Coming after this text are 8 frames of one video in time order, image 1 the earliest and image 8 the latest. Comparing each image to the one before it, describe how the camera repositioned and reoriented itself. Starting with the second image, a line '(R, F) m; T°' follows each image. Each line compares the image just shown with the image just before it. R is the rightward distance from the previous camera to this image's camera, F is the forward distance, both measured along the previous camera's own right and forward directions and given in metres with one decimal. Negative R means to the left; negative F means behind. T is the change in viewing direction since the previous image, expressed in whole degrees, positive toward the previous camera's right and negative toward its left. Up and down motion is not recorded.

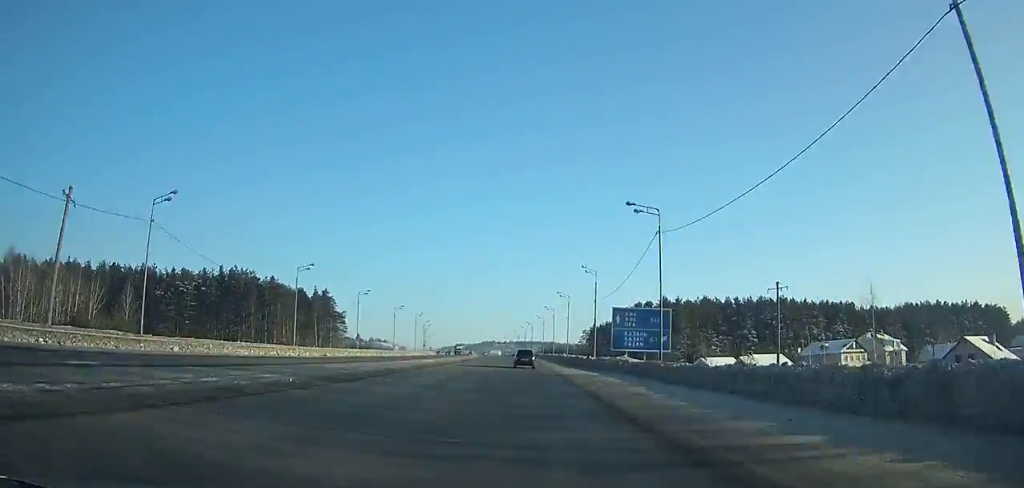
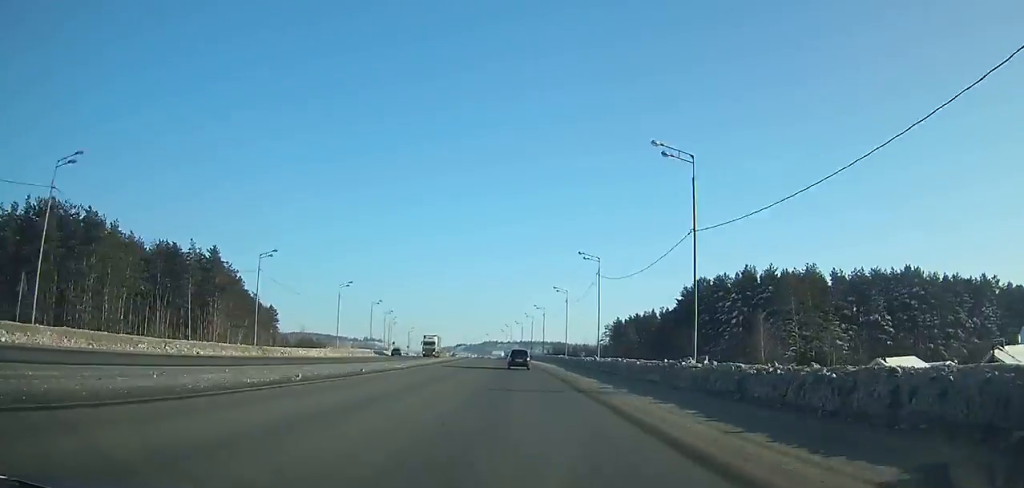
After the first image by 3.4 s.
(-0.3, +69.4) m; -1°
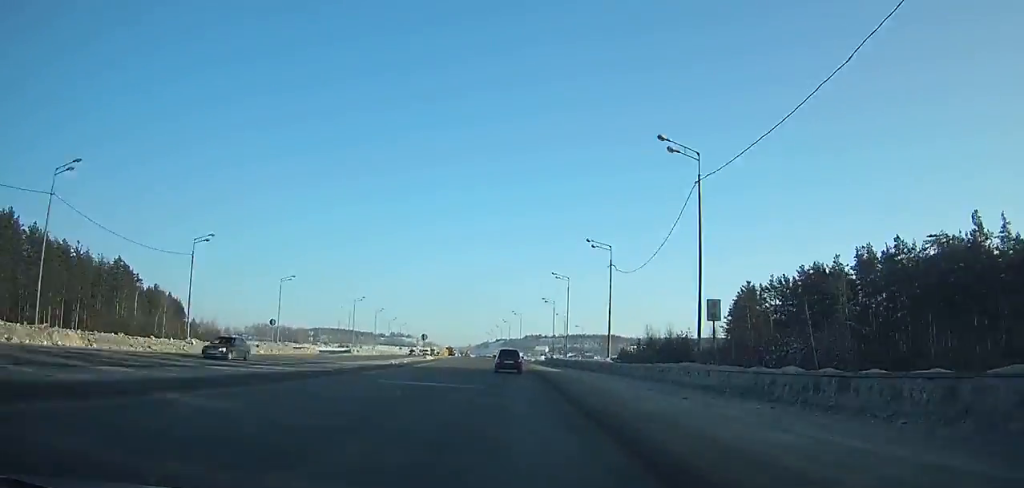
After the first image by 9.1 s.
(-3.9, +114.8) m; -5°
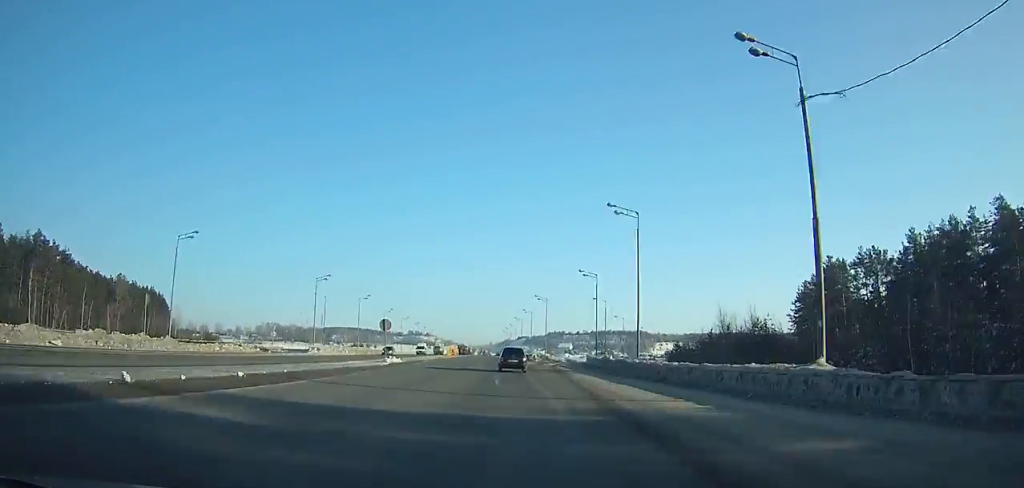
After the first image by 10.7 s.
(-0.4, +31.9) m; -2°
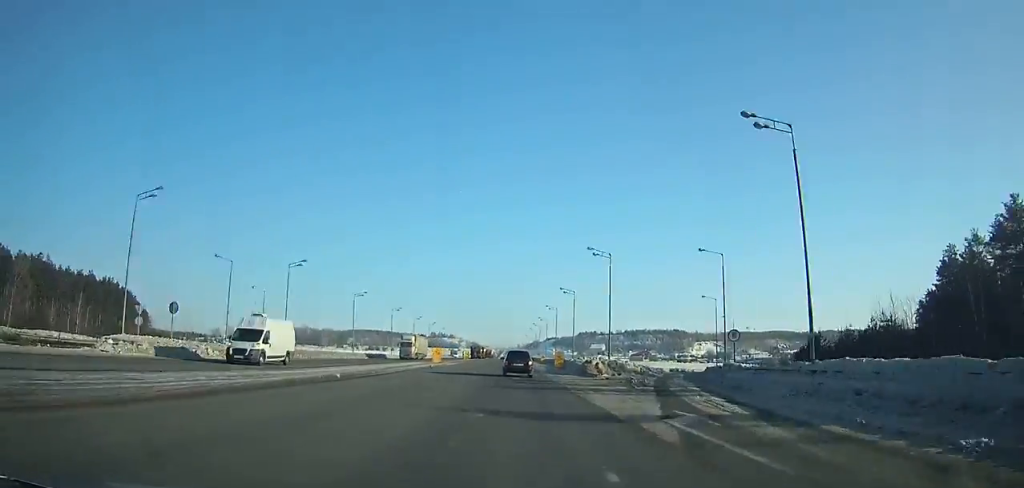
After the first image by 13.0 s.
(-1.2, +45.7) m; -2°
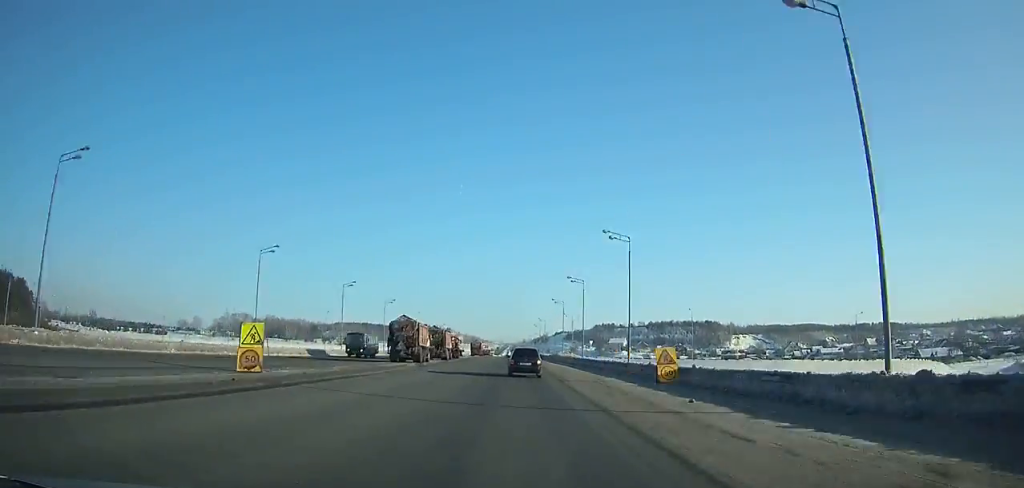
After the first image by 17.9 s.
(-0.6, +98.1) m; 0°
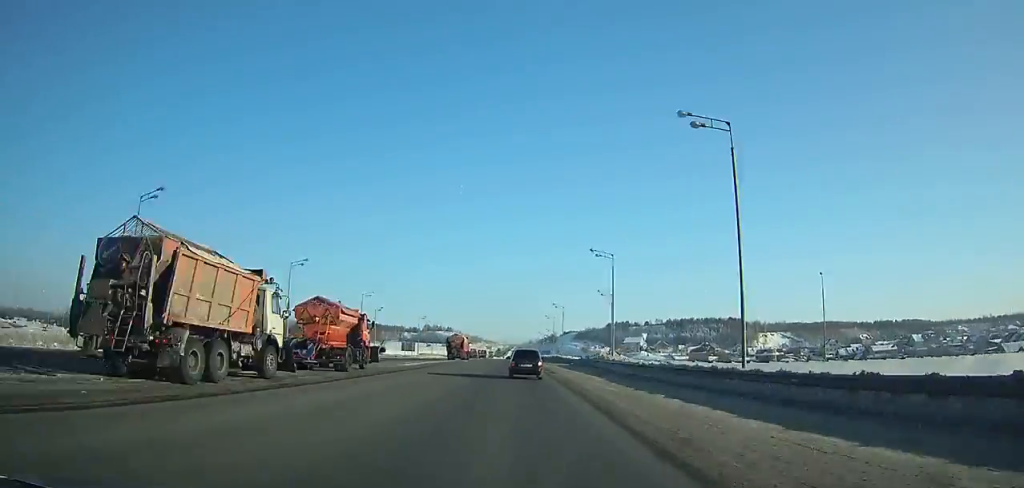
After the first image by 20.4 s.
(0.0, +50.7) m; 0°
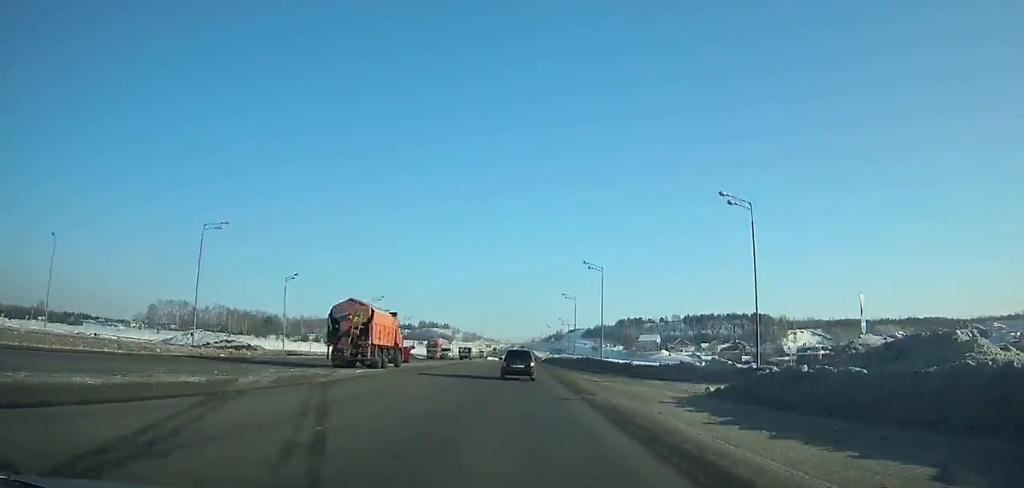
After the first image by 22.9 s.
(-0.2, +51.1) m; 0°
